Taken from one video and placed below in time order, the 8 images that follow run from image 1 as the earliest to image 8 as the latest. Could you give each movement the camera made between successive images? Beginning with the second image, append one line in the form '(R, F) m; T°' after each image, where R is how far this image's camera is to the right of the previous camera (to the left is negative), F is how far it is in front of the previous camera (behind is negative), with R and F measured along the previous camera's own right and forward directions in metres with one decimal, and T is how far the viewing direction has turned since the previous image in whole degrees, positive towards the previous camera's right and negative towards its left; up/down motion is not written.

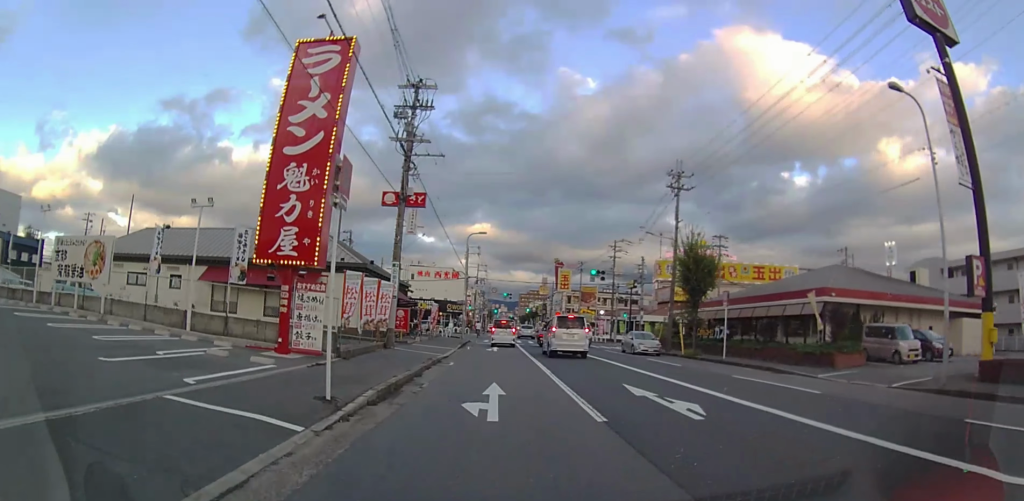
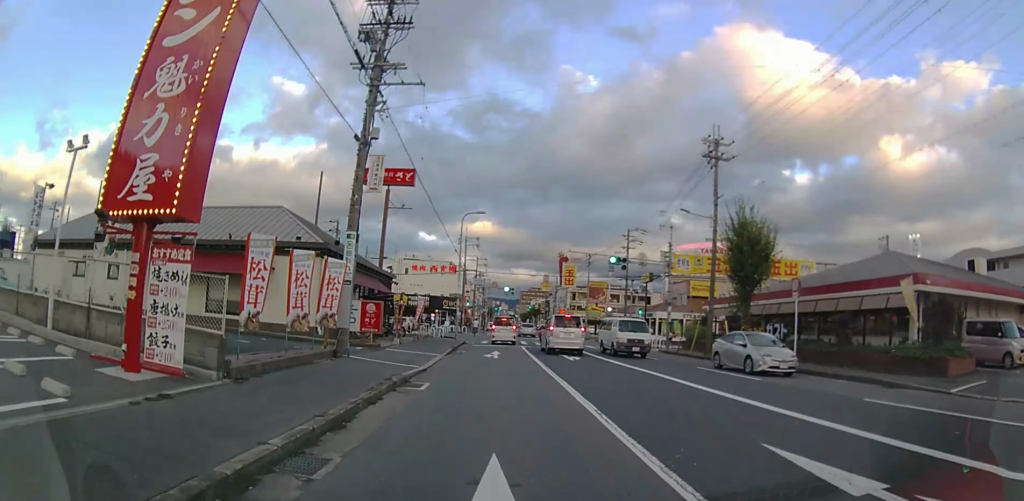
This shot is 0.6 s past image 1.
(-0.1, +6.7) m; +1°
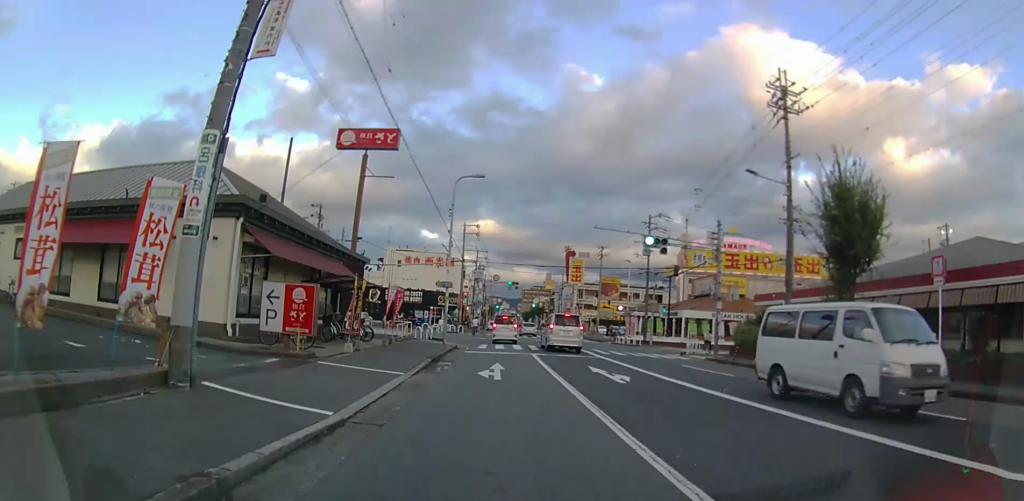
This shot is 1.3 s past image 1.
(+0.2, +7.9) m; +1°
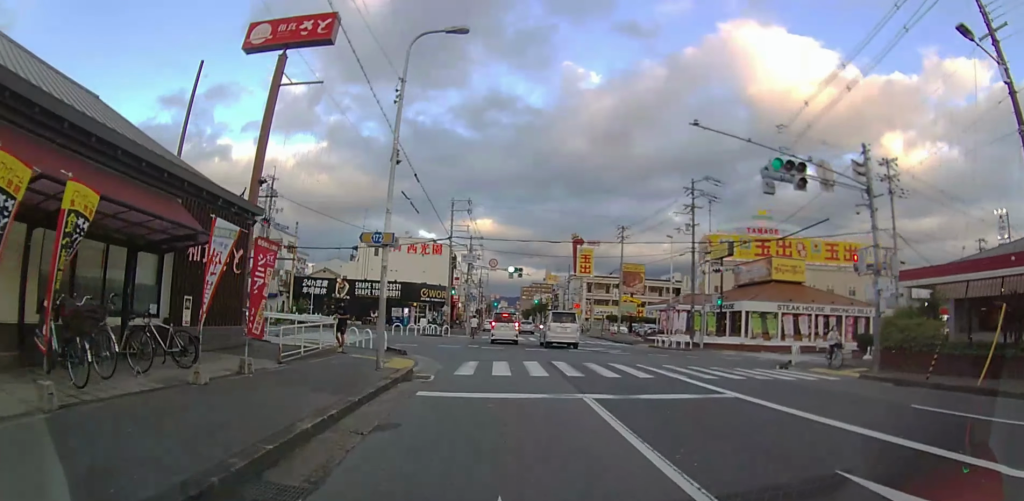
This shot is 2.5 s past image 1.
(0.0, +13.0) m; 0°
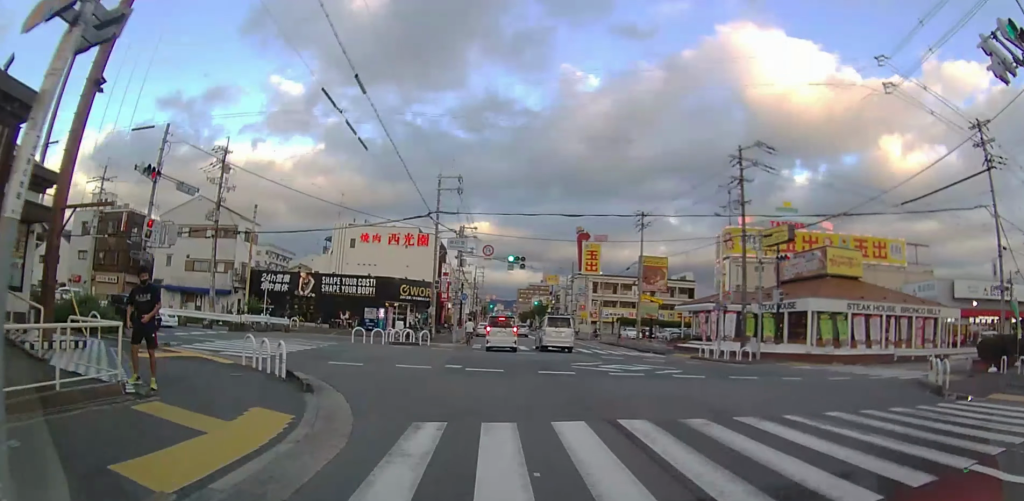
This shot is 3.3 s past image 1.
(0.0, +9.4) m; 0°
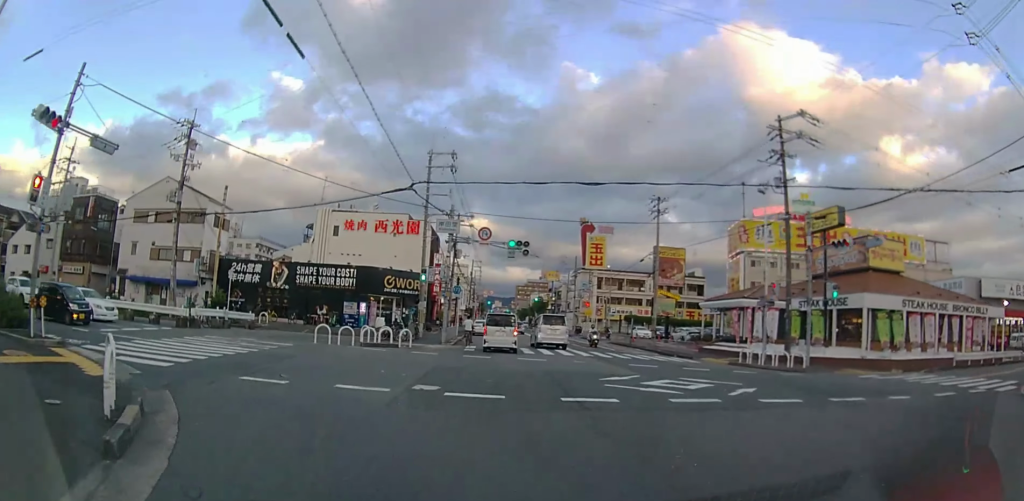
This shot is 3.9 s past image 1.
(0.0, +5.6) m; +1°
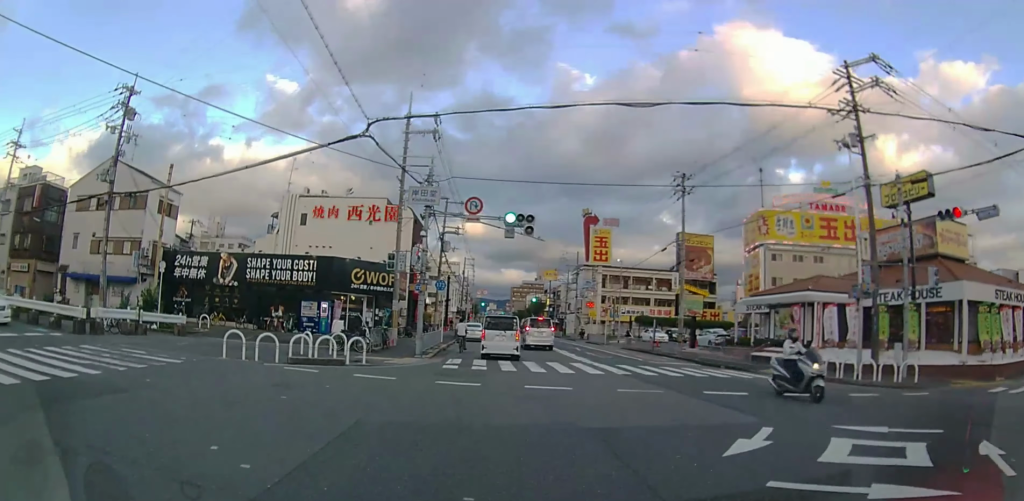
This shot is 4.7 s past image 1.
(0.0, +8.3) m; +3°
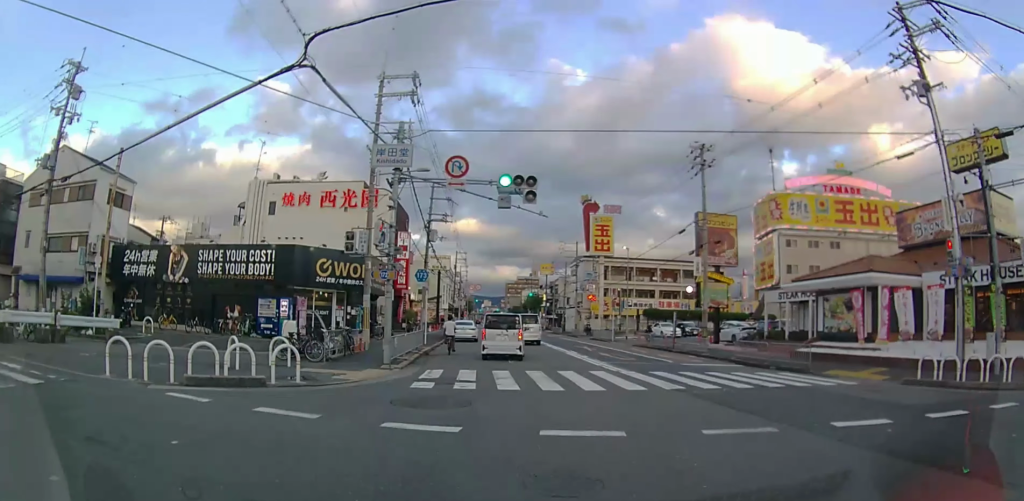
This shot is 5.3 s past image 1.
(+0.3, +5.4) m; +1°
